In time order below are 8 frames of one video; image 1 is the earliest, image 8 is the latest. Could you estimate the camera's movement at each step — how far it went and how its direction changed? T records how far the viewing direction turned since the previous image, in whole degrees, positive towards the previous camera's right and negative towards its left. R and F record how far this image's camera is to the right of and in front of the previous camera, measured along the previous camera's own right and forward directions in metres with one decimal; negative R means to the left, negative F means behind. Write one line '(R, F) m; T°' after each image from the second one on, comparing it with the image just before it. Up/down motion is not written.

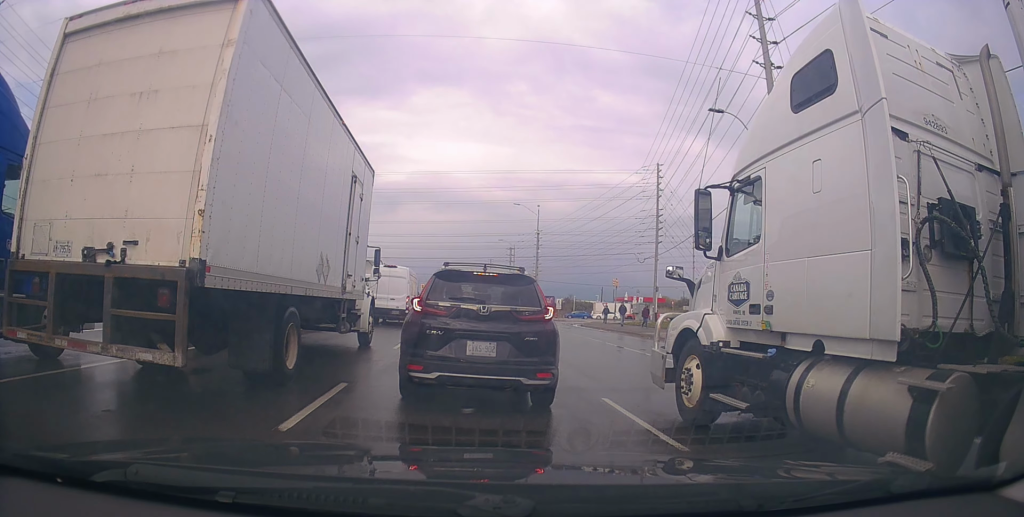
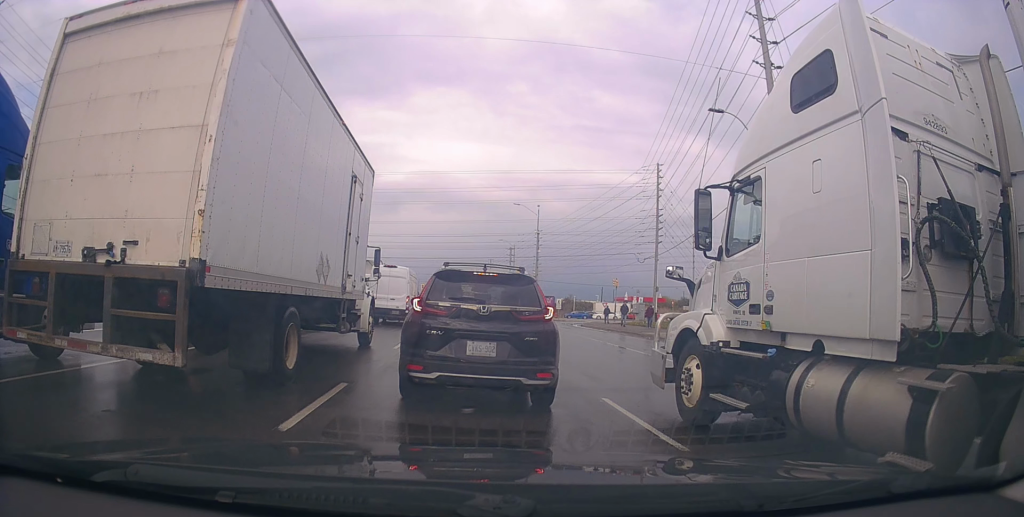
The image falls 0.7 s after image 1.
(0.0, 0.0) m; 0°
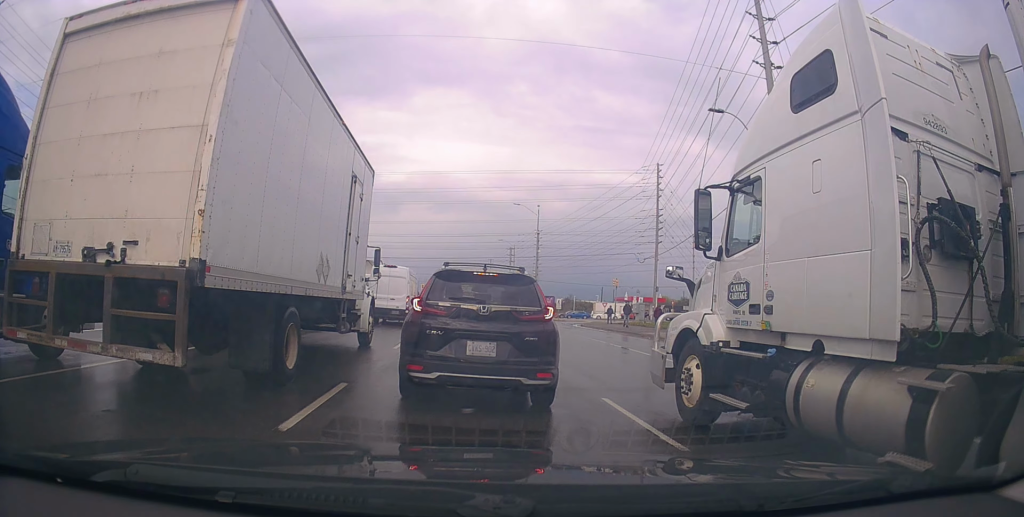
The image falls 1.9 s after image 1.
(0.0, 0.0) m; 0°
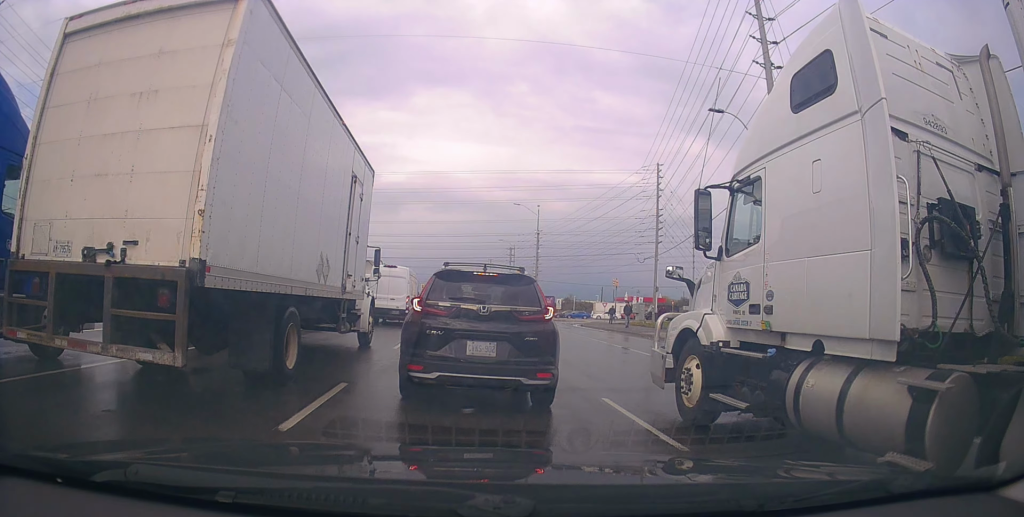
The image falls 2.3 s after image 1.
(0.0, 0.0) m; 0°
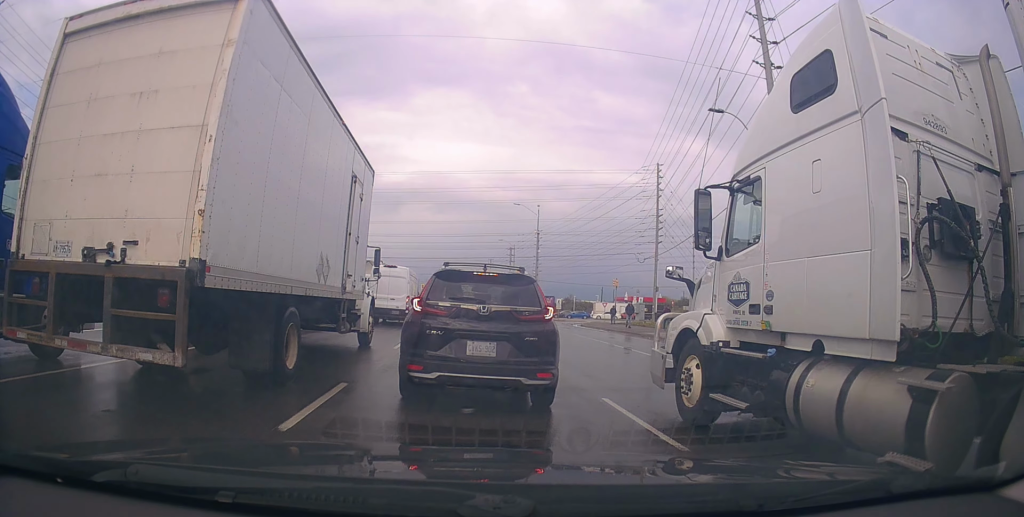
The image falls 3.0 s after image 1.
(0.0, 0.0) m; 0°
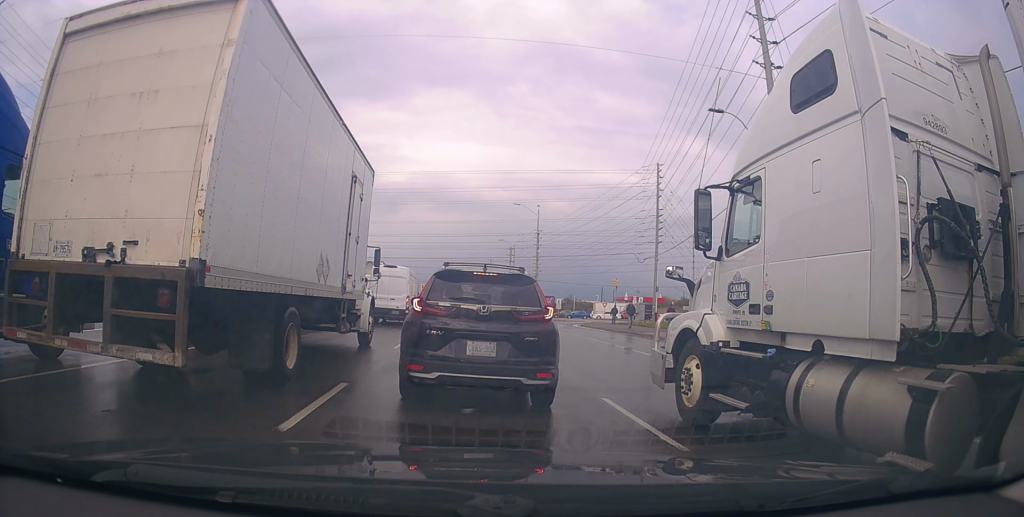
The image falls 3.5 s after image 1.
(0.0, 0.0) m; 0°
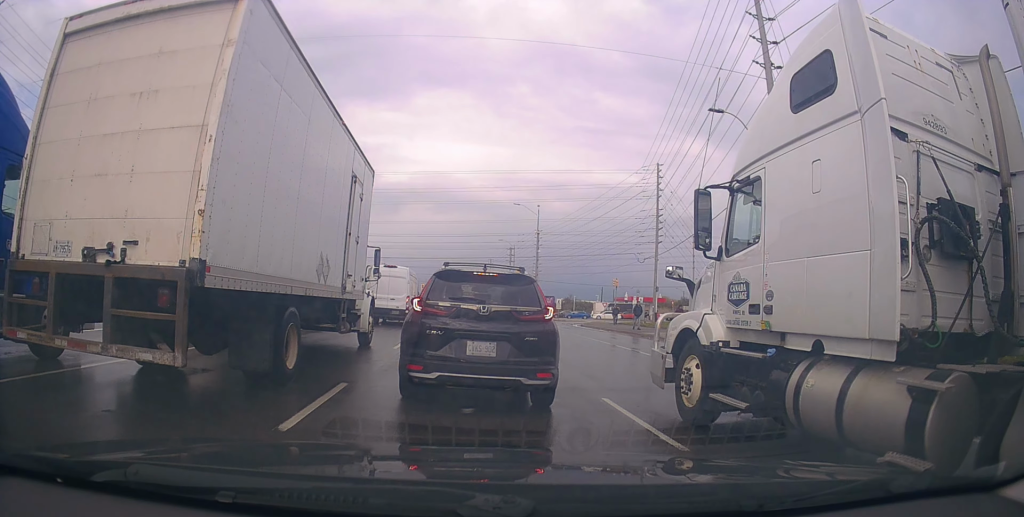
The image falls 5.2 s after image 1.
(0.0, 0.0) m; 0°
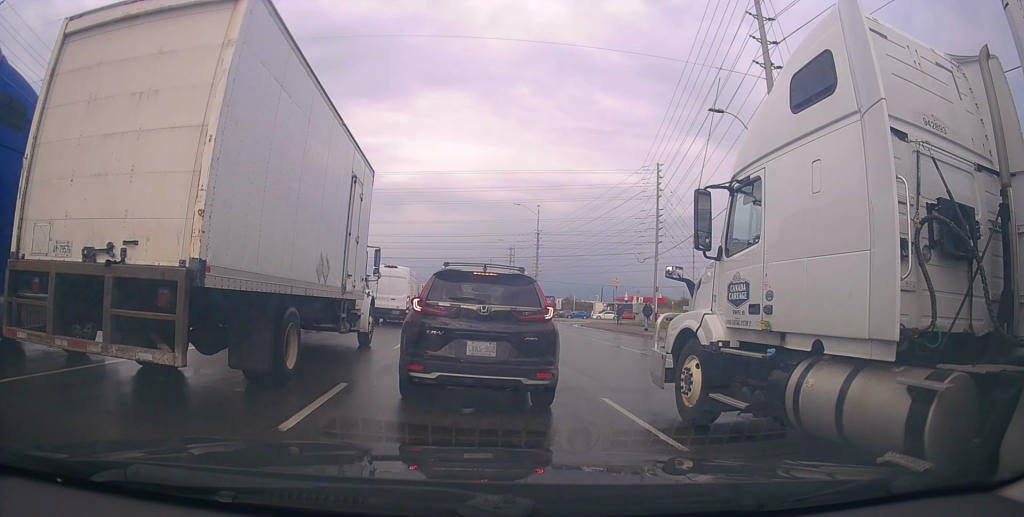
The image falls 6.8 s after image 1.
(0.0, 0.0) m; 0°
